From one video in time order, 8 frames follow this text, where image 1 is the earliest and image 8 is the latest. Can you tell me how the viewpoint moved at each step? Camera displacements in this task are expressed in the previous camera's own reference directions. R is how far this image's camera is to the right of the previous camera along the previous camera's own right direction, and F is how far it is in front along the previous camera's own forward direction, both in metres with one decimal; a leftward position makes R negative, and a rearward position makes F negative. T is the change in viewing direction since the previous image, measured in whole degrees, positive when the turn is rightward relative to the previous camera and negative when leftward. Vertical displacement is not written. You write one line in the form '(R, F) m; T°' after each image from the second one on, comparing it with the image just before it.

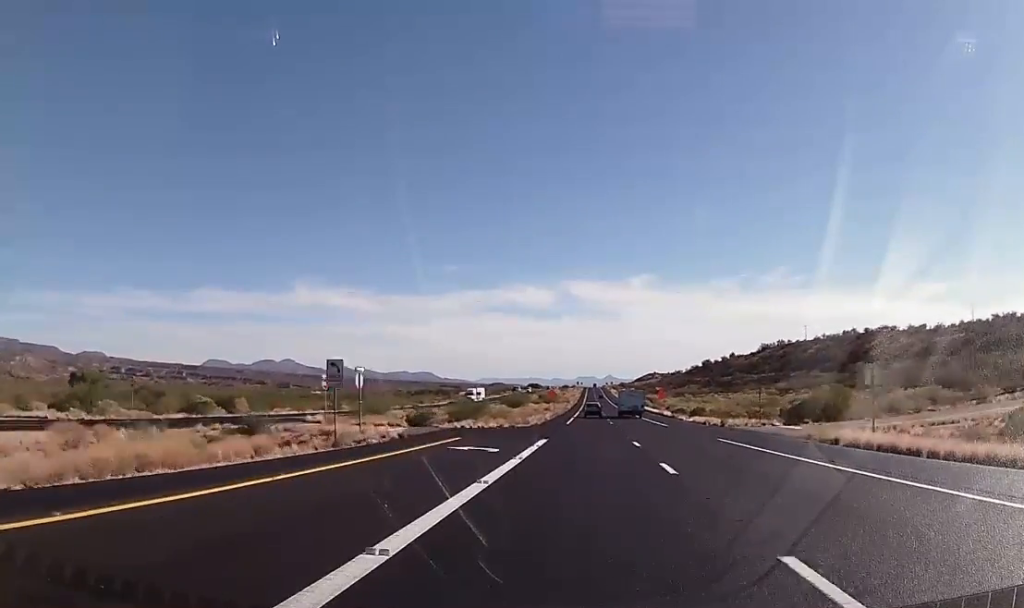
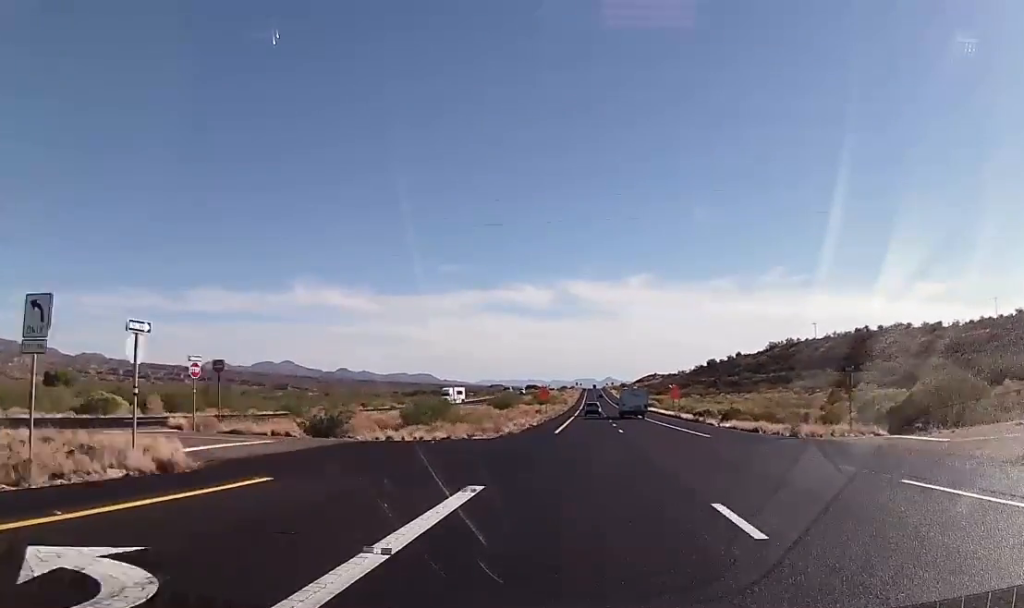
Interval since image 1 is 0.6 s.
(0.0, +20.3) m; 0°
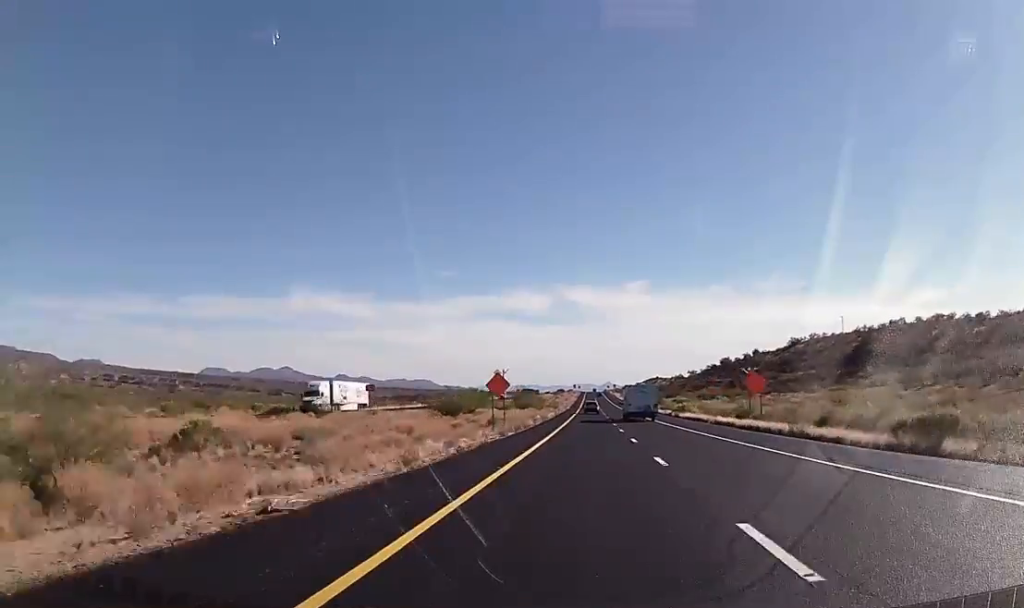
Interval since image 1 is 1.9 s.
(0.0, +48.8) m; 0°
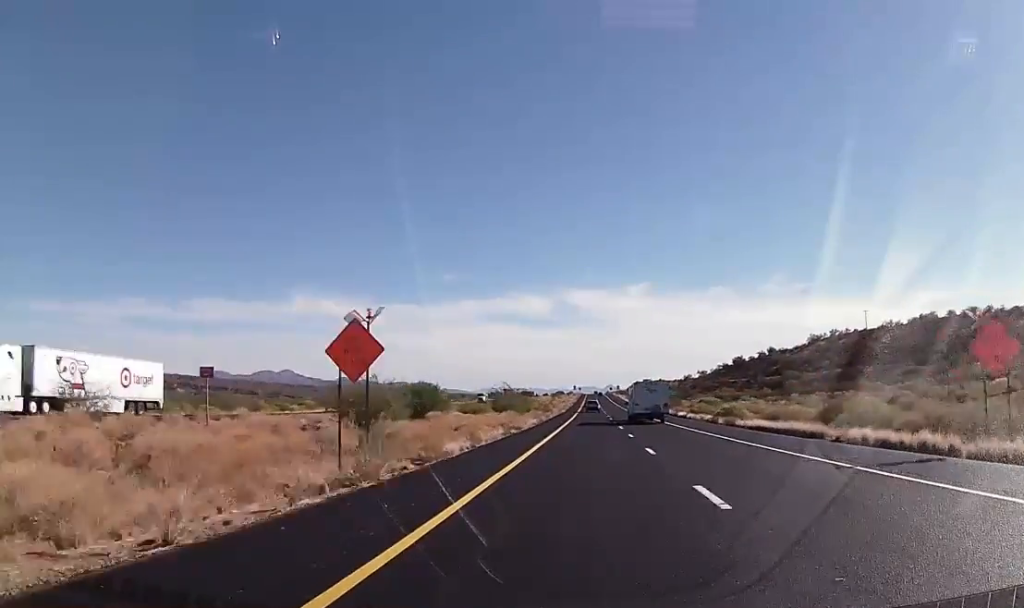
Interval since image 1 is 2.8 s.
(-0.1, +32.1) m; 0°
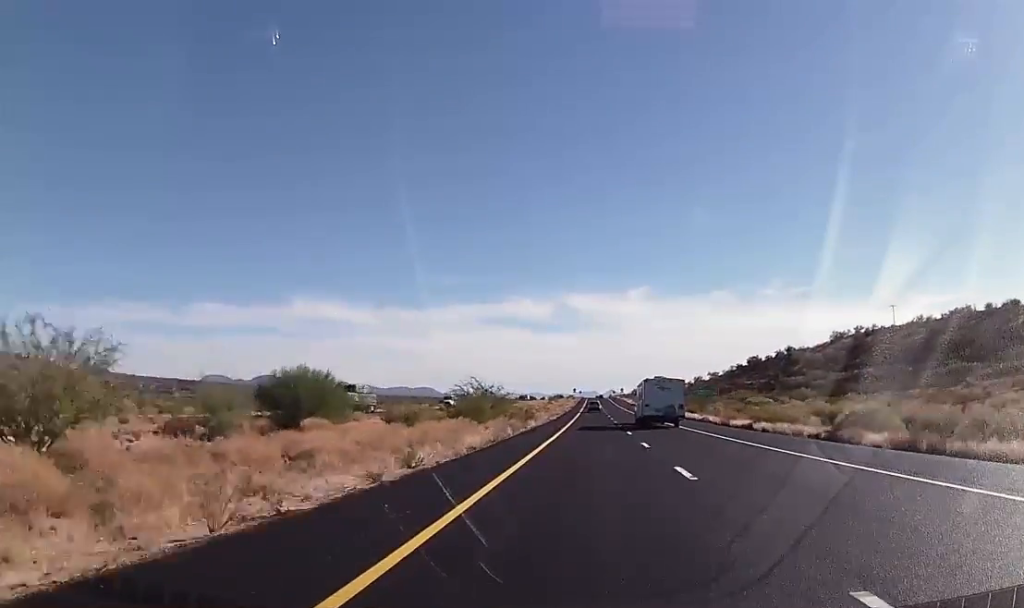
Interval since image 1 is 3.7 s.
(0.0, +32.0) m; 0°
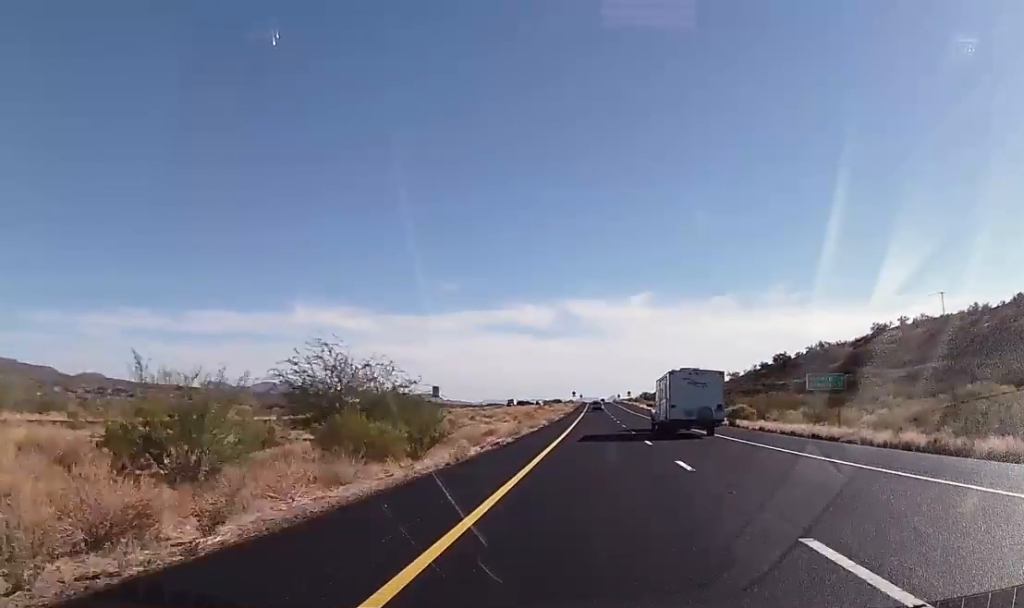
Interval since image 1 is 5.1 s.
(0.0, +47.1) m; 0°
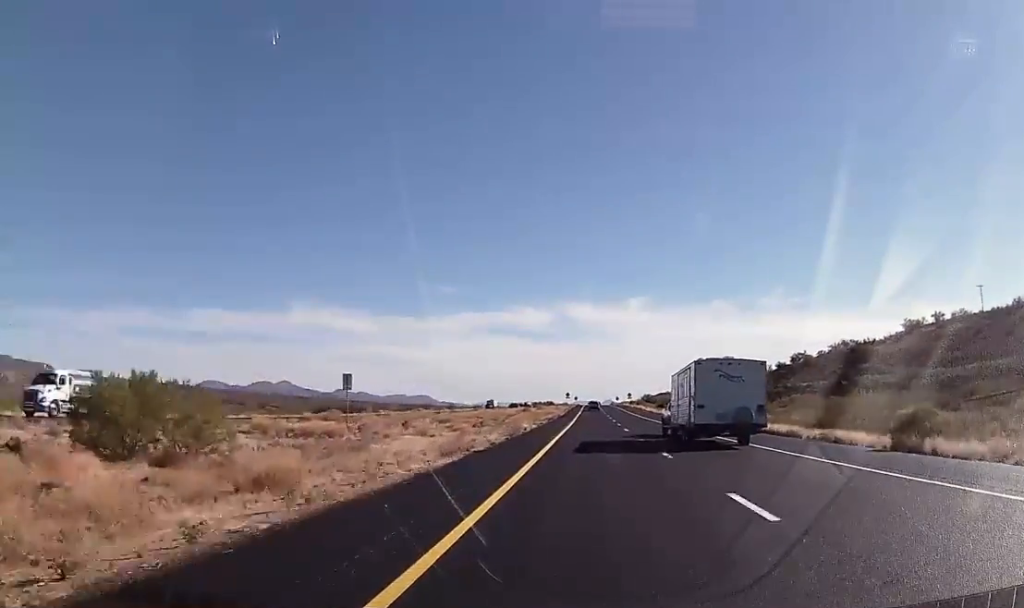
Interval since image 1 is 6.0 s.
(0.0, +31.8) m; 0°
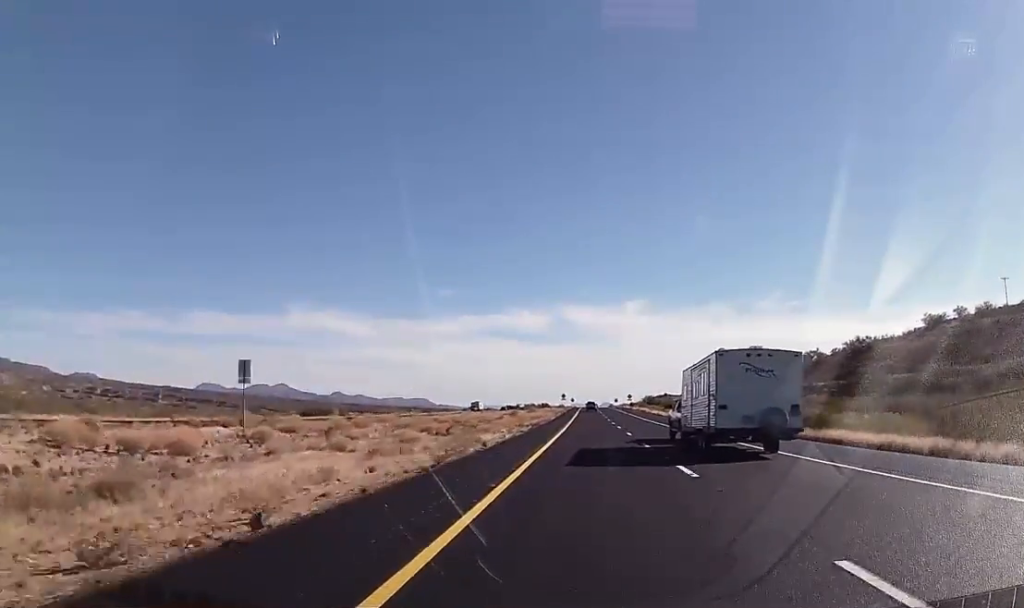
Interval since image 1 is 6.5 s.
(0.0, +17.7) m; 0°
